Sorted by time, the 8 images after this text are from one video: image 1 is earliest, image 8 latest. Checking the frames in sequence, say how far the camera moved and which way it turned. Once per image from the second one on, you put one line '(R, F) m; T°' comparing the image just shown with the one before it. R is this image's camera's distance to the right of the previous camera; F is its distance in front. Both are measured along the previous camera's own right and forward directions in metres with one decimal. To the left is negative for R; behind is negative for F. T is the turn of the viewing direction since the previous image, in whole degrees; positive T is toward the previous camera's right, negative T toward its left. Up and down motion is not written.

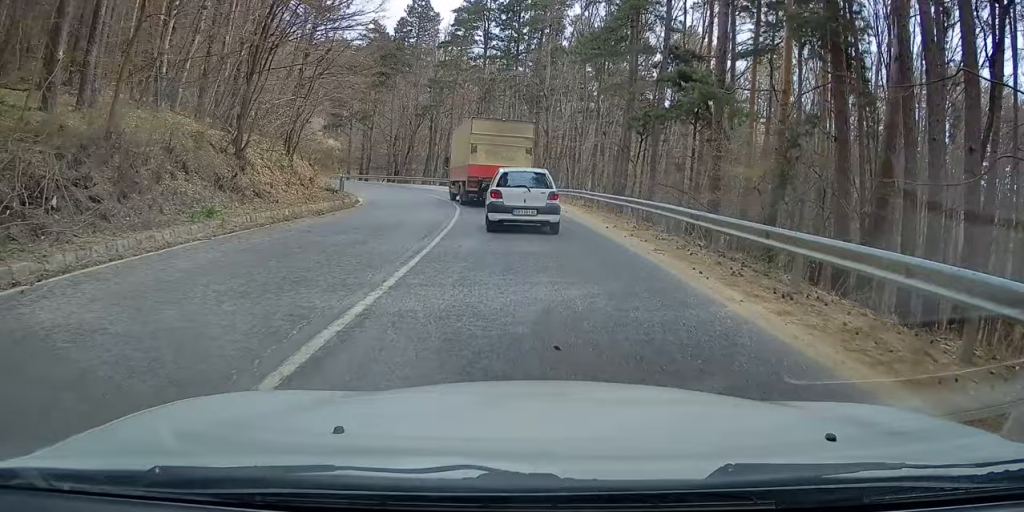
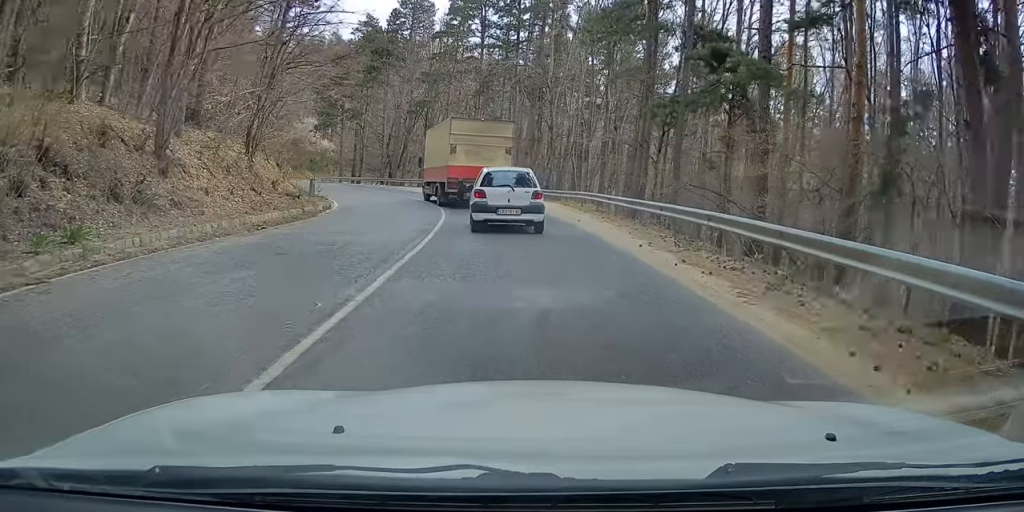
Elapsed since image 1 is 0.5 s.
(+0.1, +4.9) m; -2°
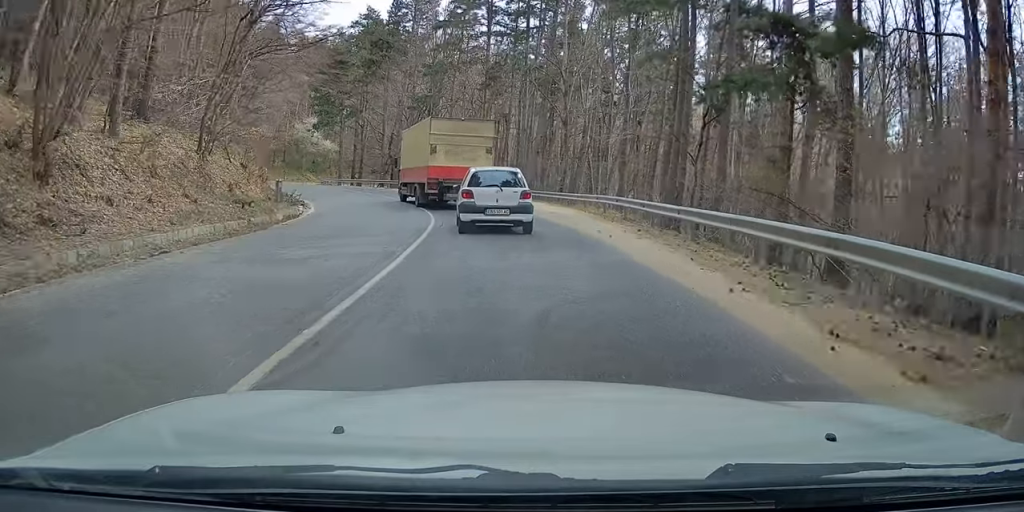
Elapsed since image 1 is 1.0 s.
(-0.3, +5.0) m; -4°
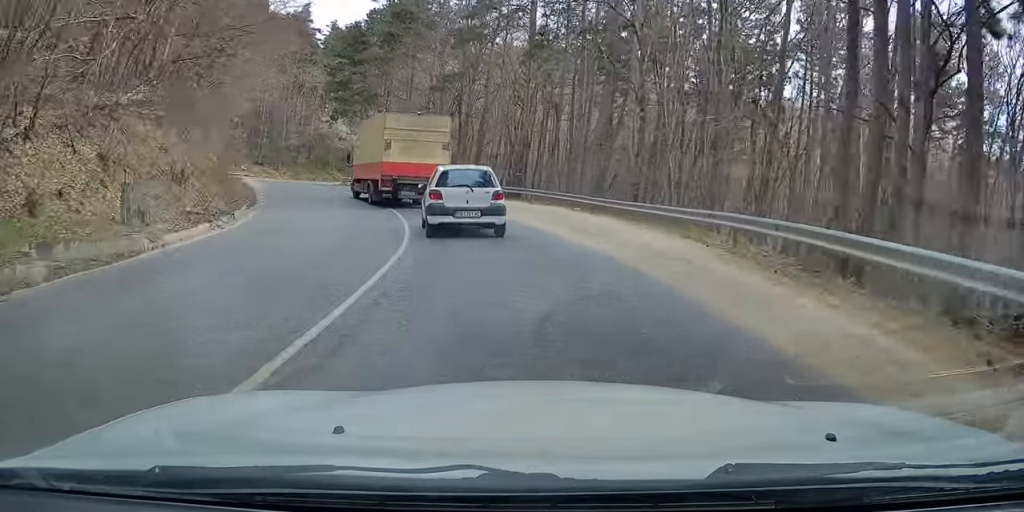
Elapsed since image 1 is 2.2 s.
(-0.8, +11.6) m; +2°
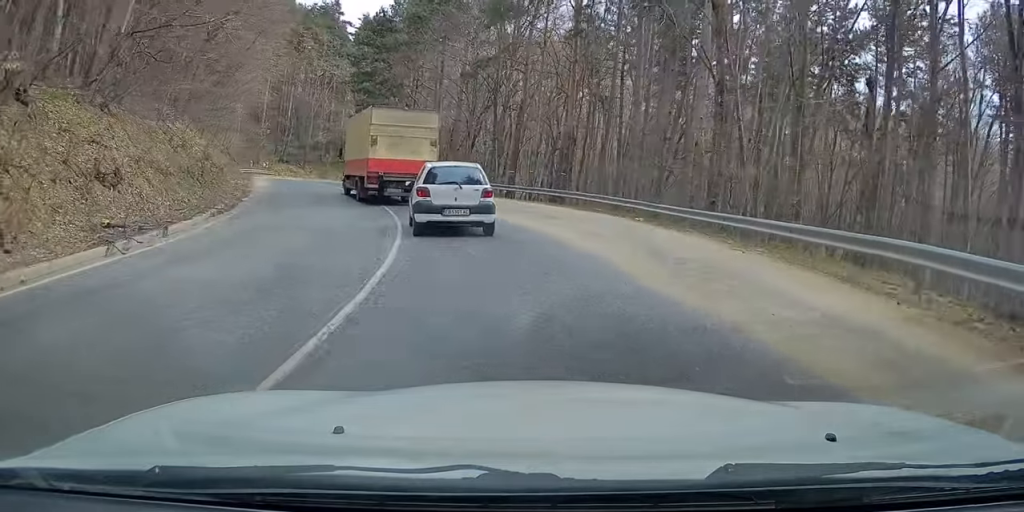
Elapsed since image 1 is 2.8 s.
(+0.3, +5.7) m; +1°
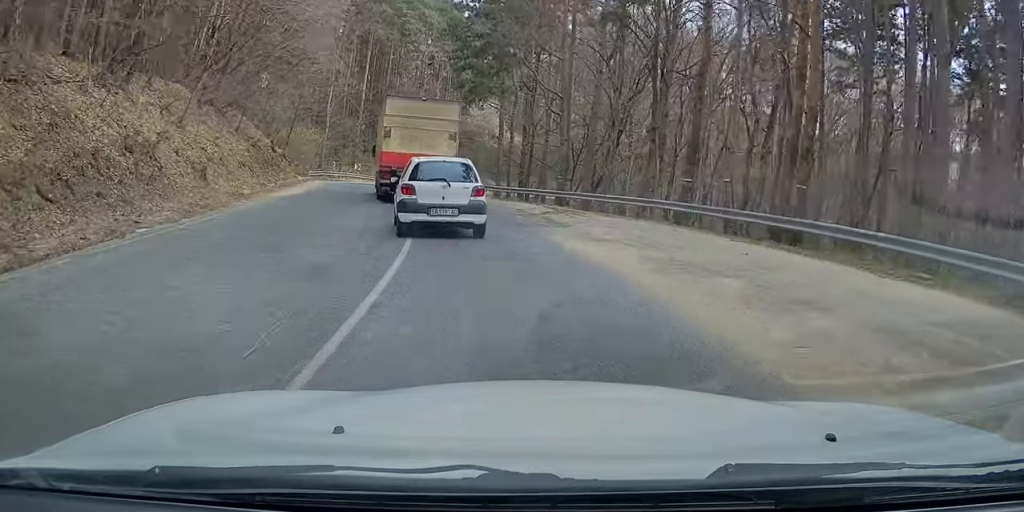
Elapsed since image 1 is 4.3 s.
(-0.7, +14.3) m; -12°
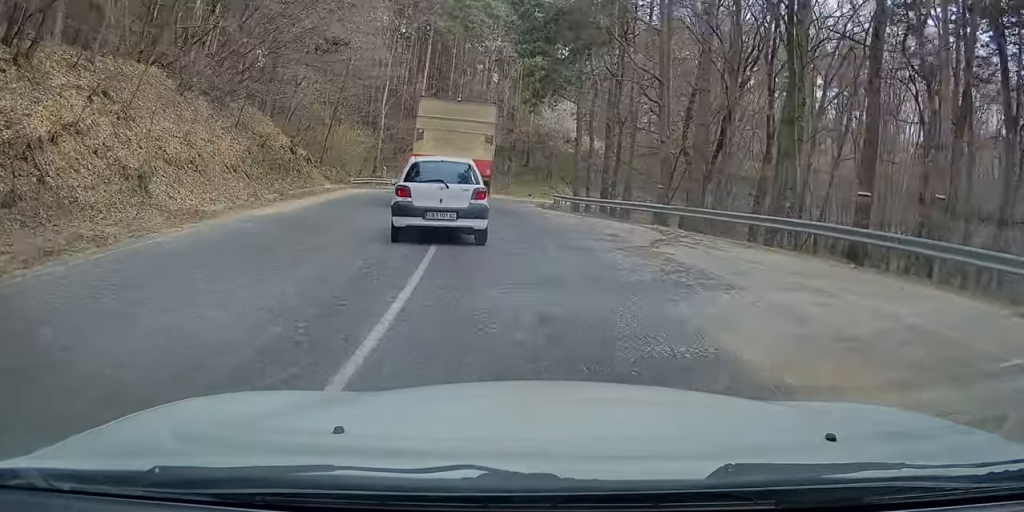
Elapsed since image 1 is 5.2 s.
(-0.3, +7.0) m; -4°
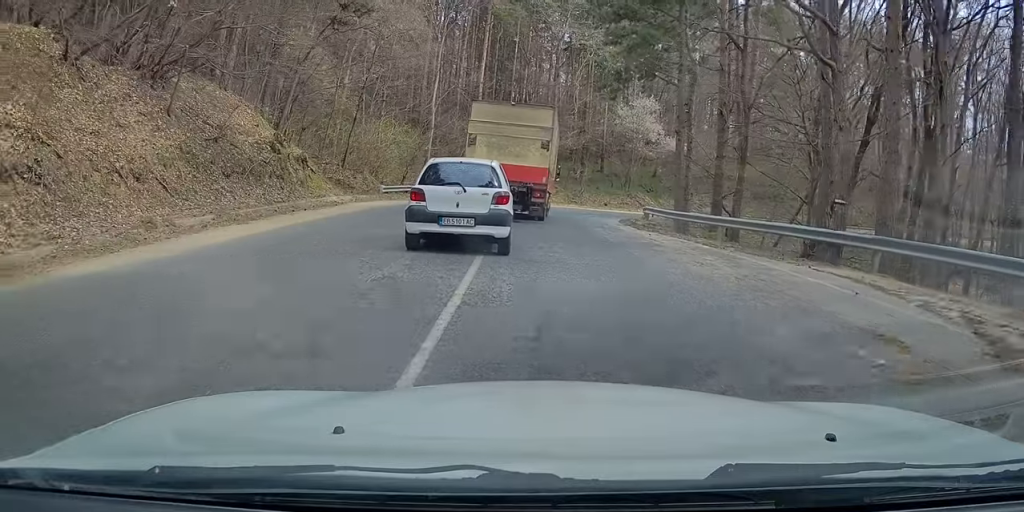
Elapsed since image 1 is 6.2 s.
(-0.4, +8.2) m; -1°
